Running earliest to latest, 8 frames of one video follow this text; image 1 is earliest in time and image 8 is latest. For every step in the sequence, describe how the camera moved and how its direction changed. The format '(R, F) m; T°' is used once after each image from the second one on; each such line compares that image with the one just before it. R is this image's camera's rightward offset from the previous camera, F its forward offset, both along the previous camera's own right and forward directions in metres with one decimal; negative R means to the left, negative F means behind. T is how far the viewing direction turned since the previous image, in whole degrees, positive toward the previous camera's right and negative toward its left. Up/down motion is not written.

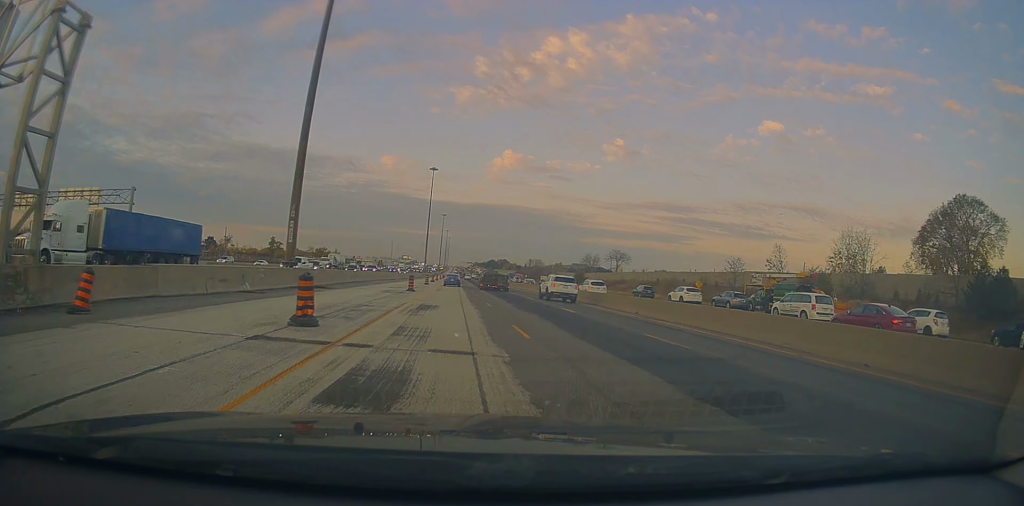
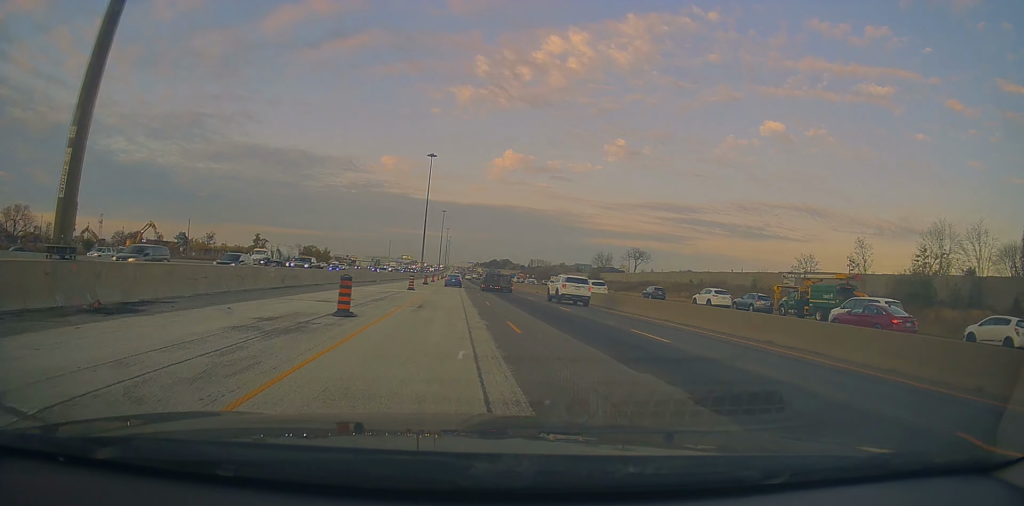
(0.0, +22.7) m; 0°
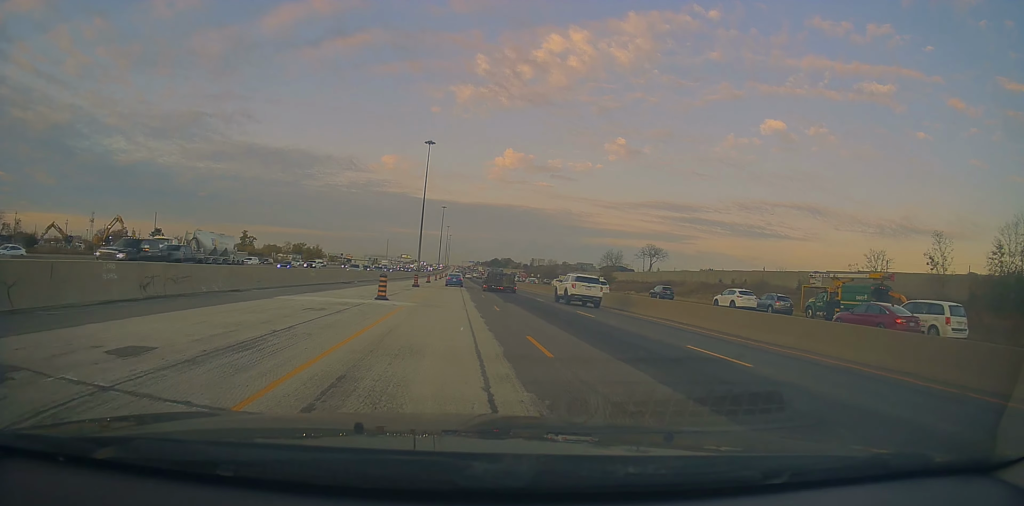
(-0.3, +15.9) m; 0°
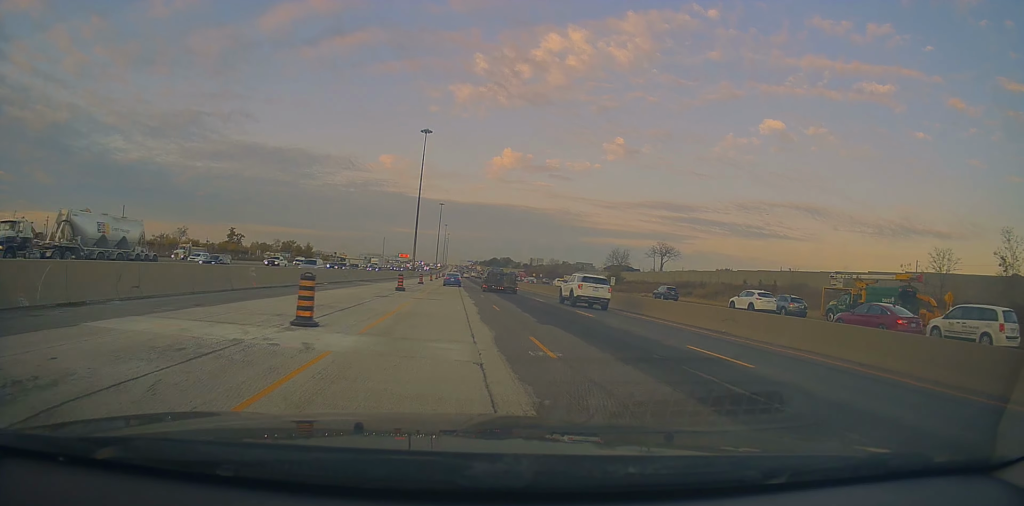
(+0.1, +12.0) m; 0°
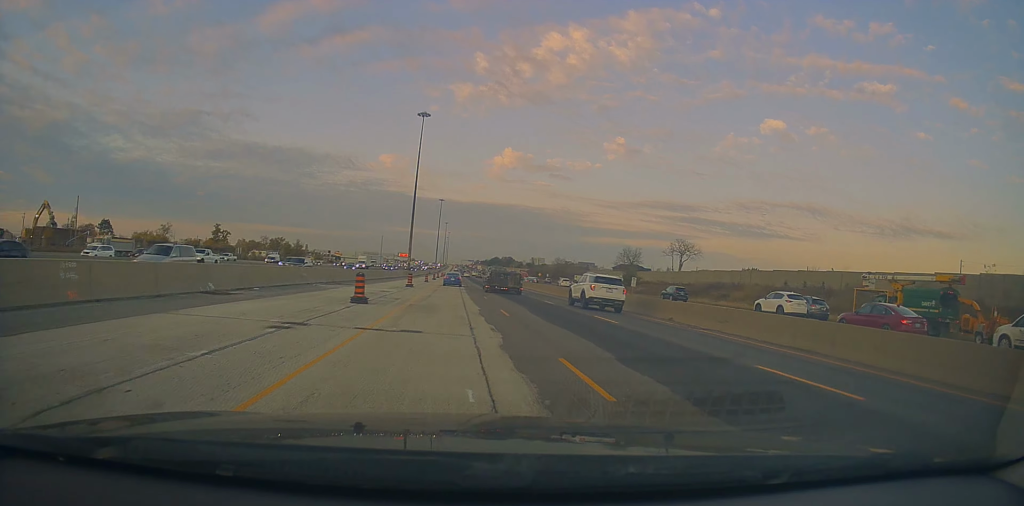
(+0.3, +15.0) m; 0°
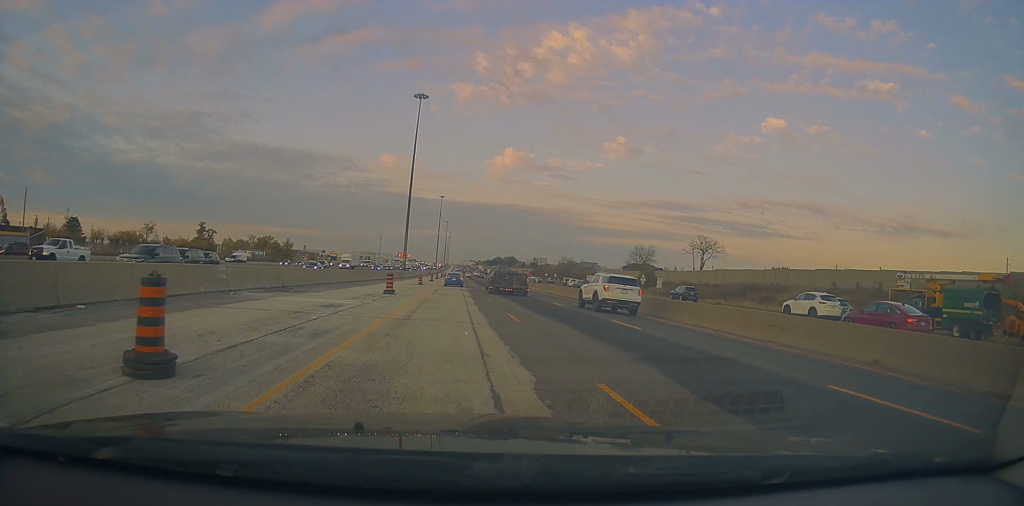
(-0.2, +14.1) m; 0°
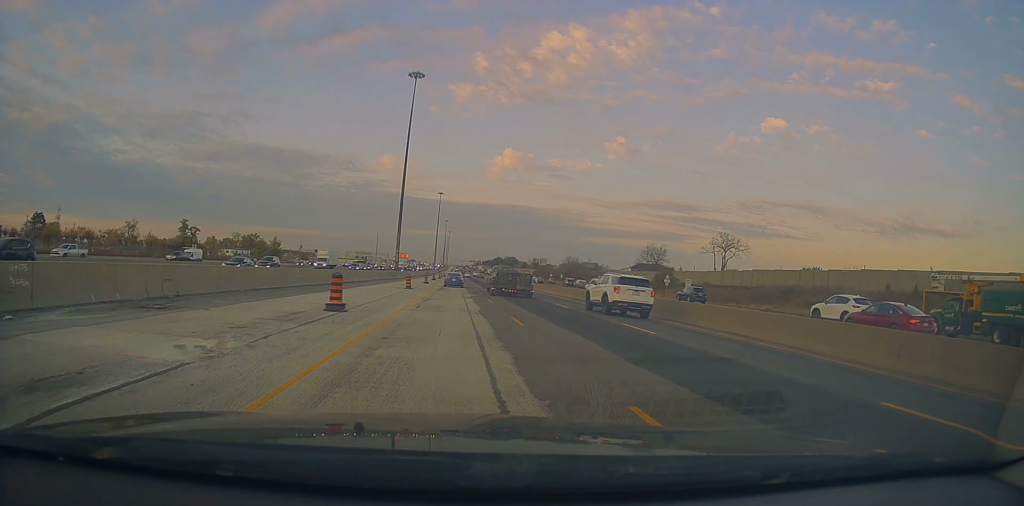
(-0.4, +13.1) m; 0°
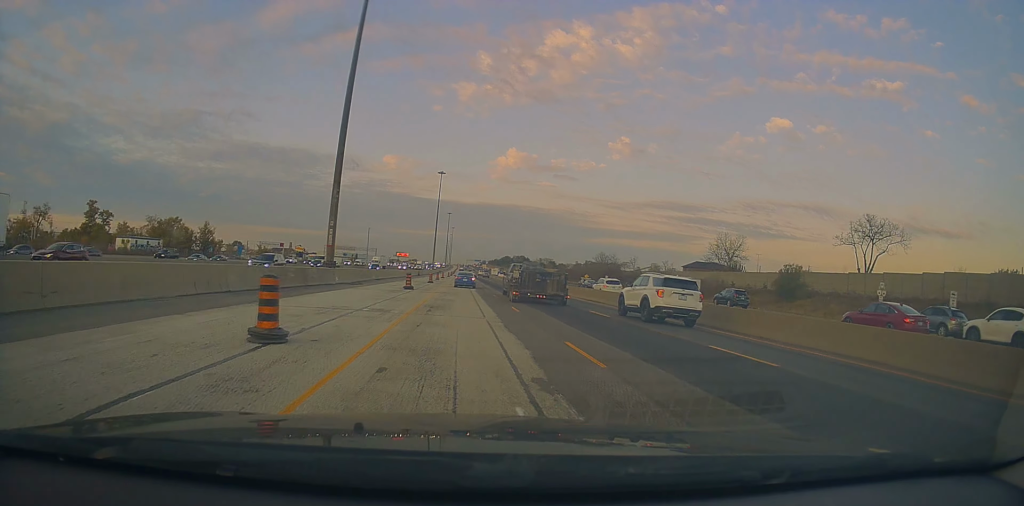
(+0.6, +53.3) m; +1°
